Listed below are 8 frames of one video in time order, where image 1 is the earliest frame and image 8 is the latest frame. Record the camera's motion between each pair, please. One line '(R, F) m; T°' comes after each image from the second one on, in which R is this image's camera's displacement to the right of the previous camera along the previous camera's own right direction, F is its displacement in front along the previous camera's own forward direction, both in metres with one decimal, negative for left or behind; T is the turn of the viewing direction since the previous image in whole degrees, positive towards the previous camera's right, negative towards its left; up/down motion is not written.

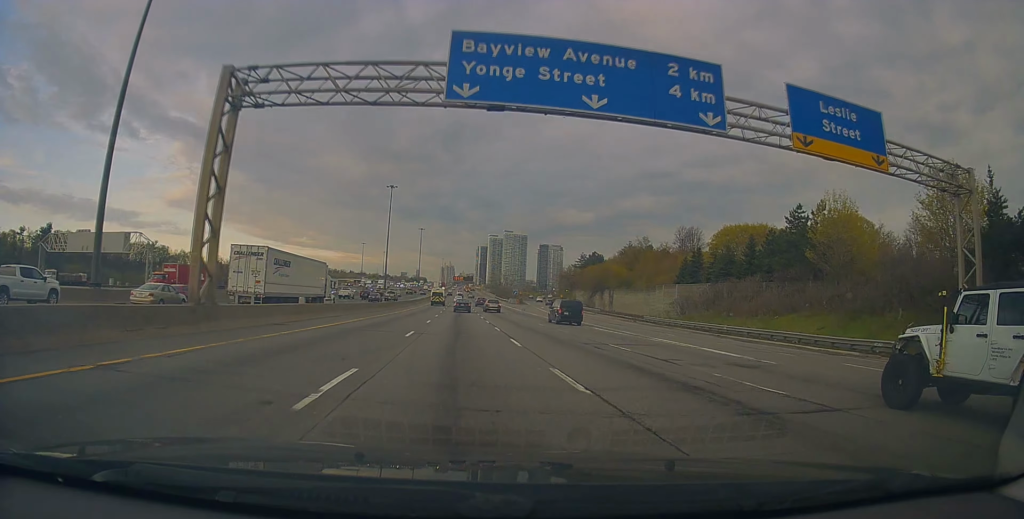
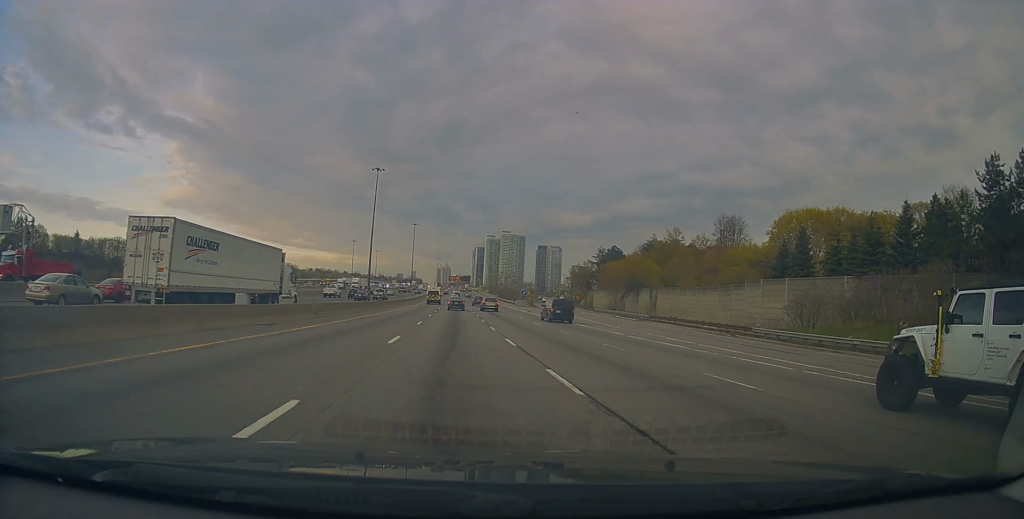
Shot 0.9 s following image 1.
(+0.2, +27.3) m; 0°
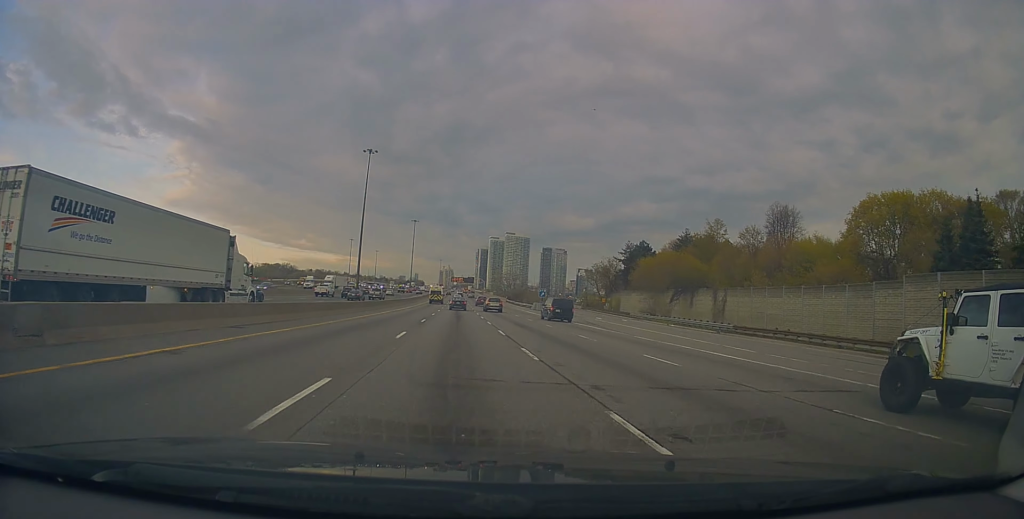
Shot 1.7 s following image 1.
(-0.3, +22.5) m; 0°
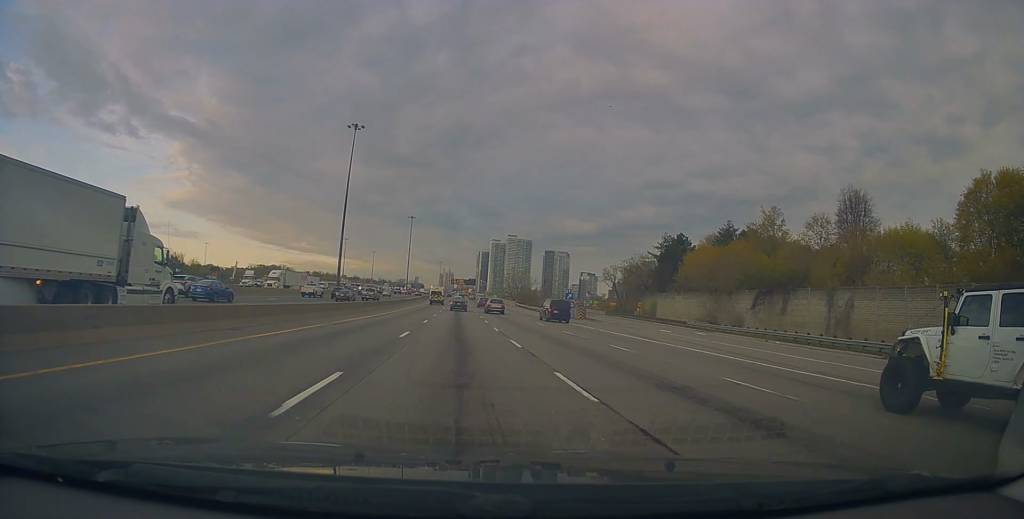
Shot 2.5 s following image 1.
(+0.4, +24.0) m; 0°
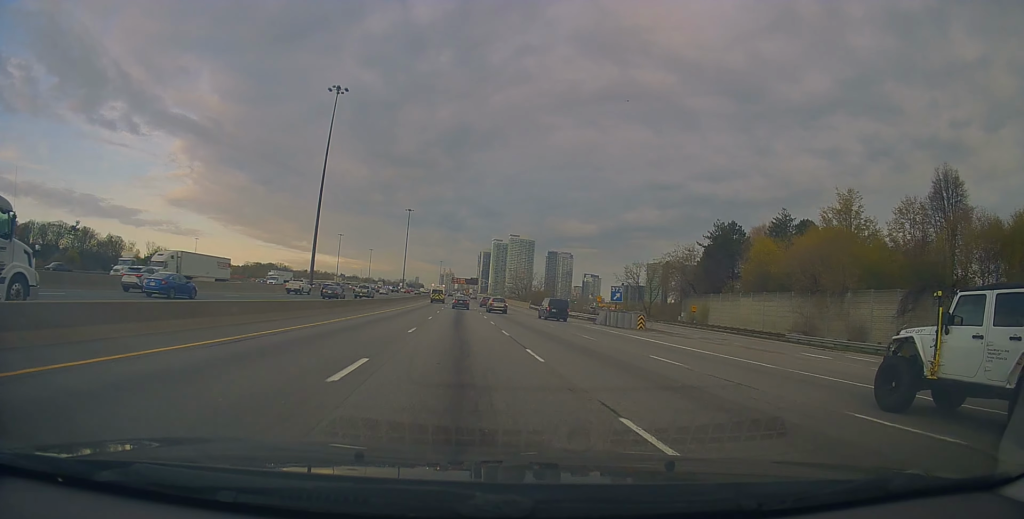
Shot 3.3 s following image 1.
(-0.3, +22.5) m; -1°
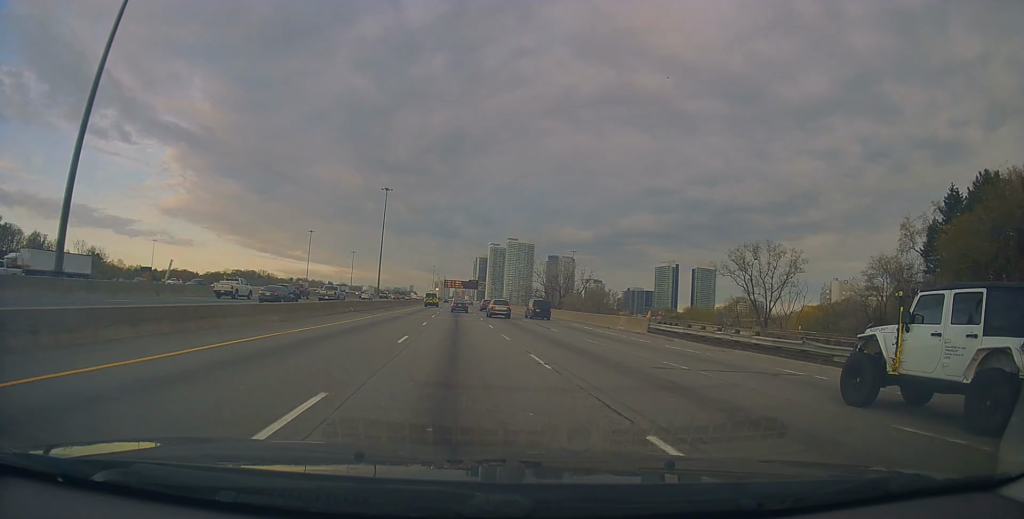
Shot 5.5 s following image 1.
(+0.5, +64.7) m; +1°
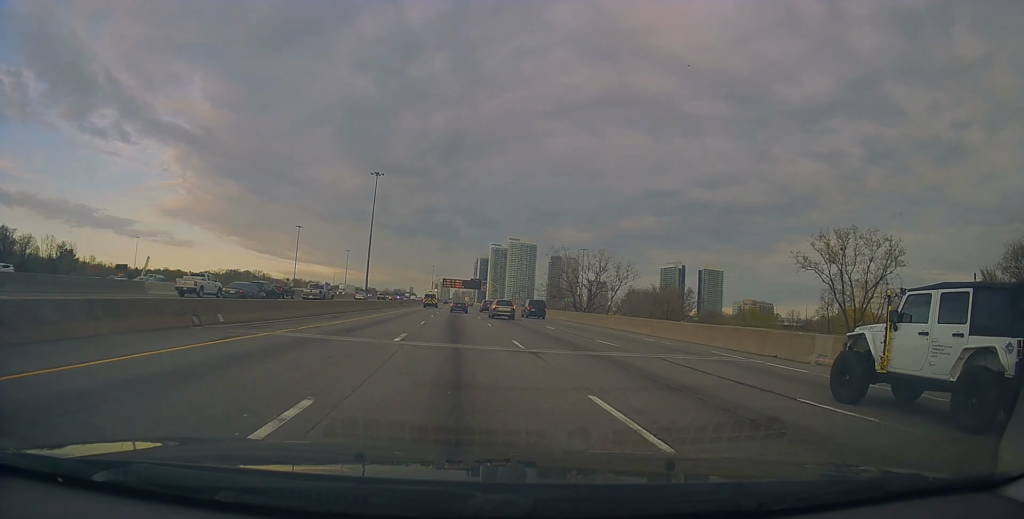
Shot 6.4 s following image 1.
(-0.3, +25.4) m; -1°
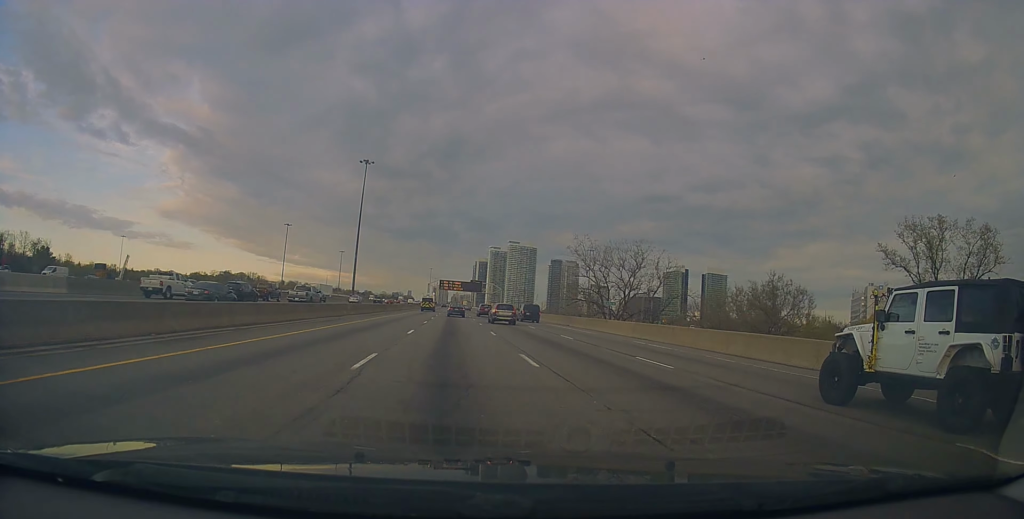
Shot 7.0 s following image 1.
(-0.1, +17.6) m; 0°
